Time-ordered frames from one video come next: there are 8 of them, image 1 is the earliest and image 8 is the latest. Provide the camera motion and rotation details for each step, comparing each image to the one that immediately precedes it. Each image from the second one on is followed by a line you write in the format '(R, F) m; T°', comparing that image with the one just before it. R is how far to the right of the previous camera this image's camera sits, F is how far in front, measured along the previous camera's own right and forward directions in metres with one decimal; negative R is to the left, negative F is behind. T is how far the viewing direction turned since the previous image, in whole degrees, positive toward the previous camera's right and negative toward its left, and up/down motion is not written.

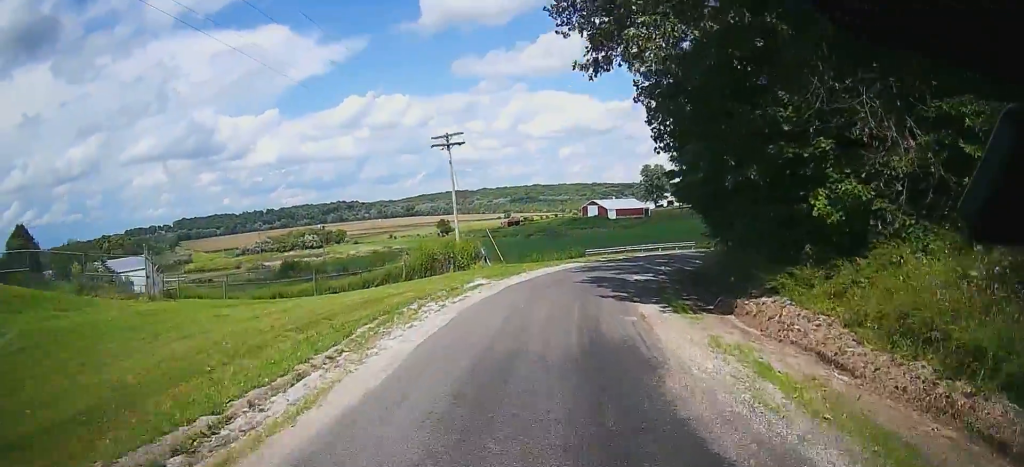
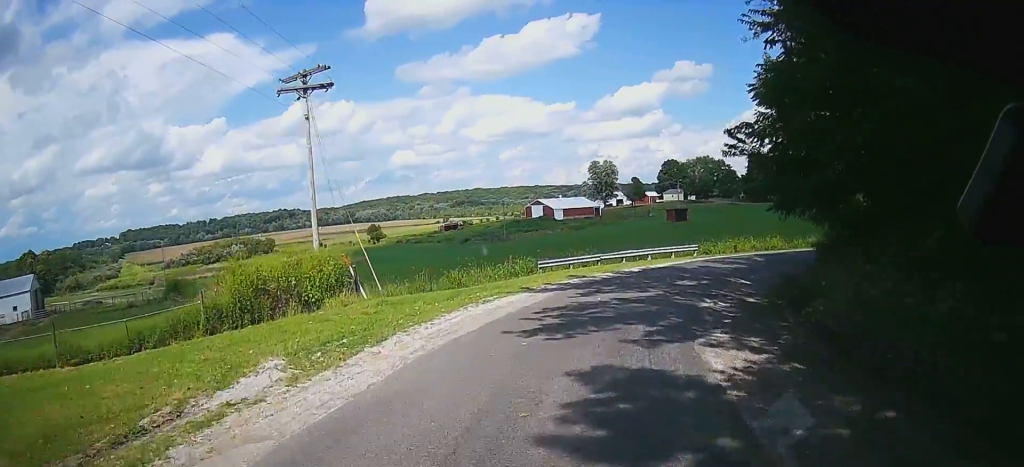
(-0.6, +19.5) m; -2°
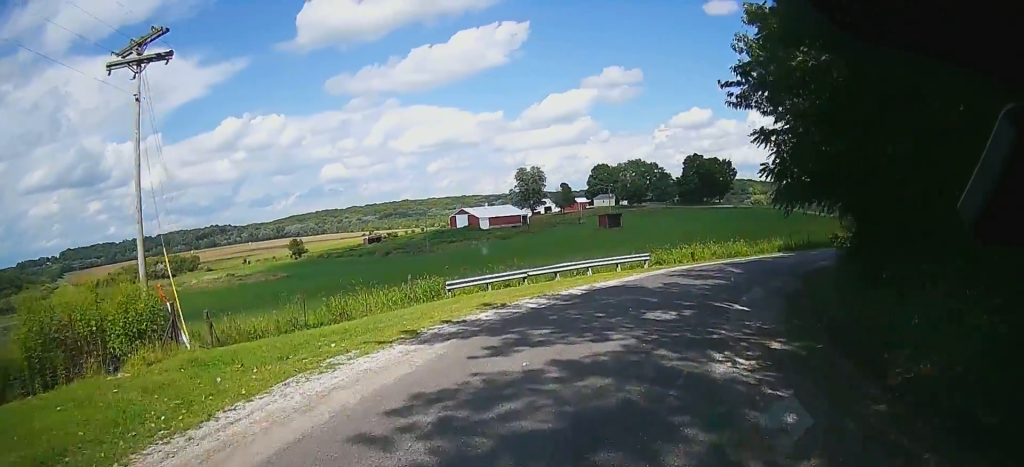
(-0.2, +8.1) m; +7°
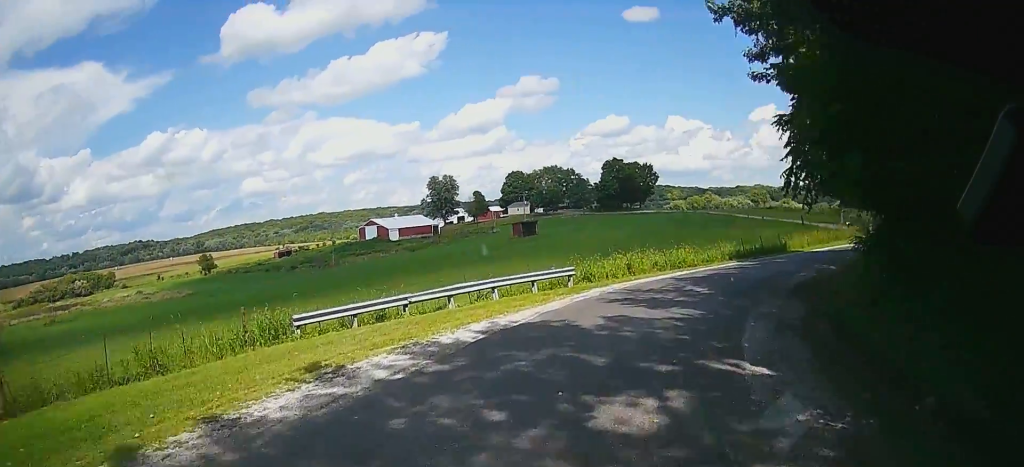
(+1.1, +7.6) m; +9°
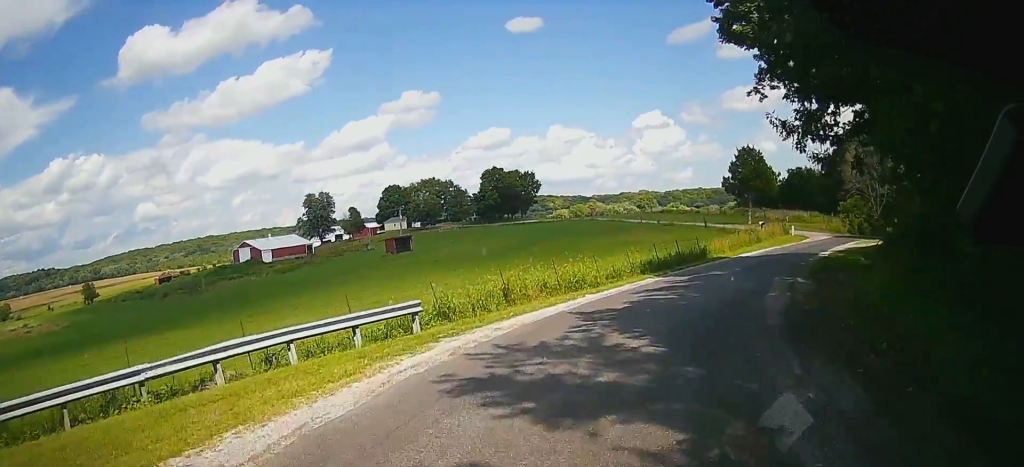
(+0.5, +8.8) m; +13°
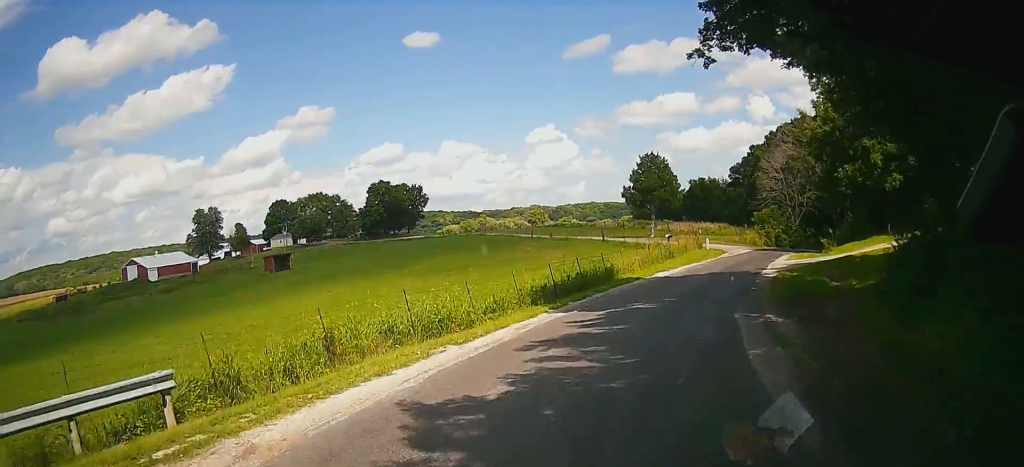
(+0.9, +6.7) m; +10°
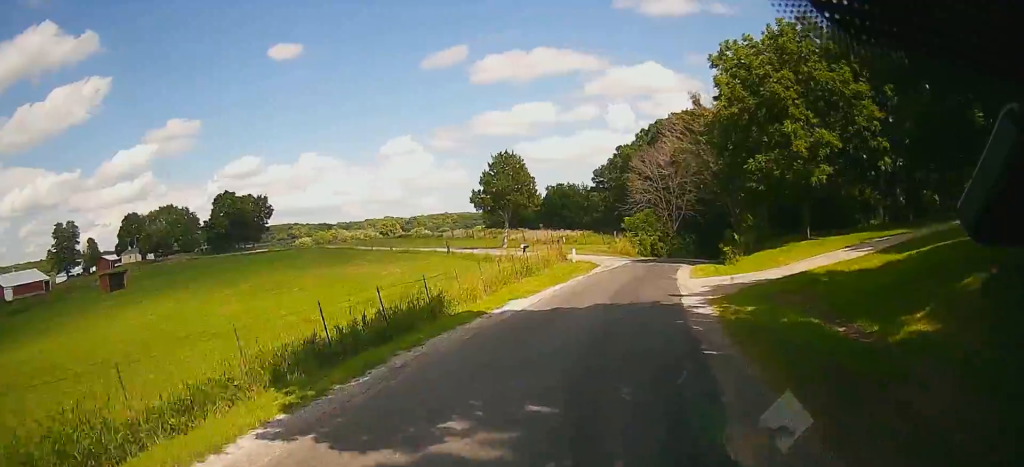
(+1.1, +10.1) m; +10°
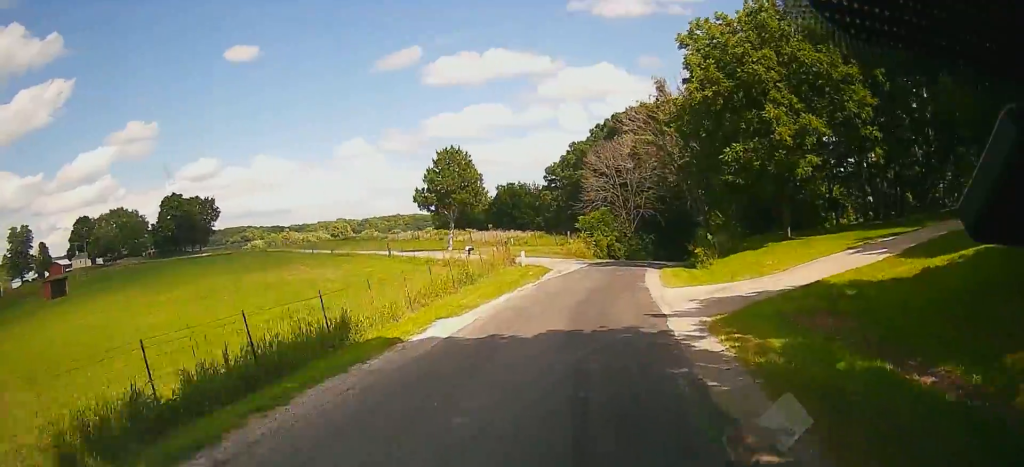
(0.0, +4.9) m; +4°
